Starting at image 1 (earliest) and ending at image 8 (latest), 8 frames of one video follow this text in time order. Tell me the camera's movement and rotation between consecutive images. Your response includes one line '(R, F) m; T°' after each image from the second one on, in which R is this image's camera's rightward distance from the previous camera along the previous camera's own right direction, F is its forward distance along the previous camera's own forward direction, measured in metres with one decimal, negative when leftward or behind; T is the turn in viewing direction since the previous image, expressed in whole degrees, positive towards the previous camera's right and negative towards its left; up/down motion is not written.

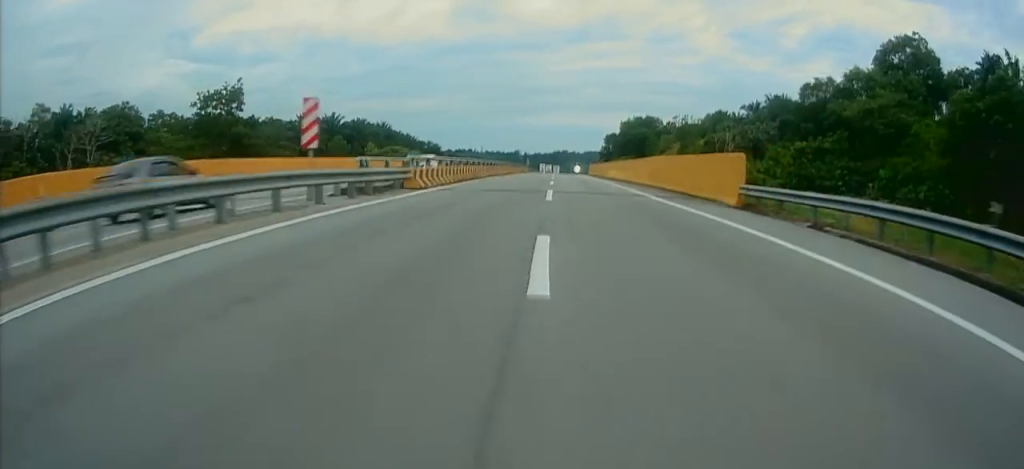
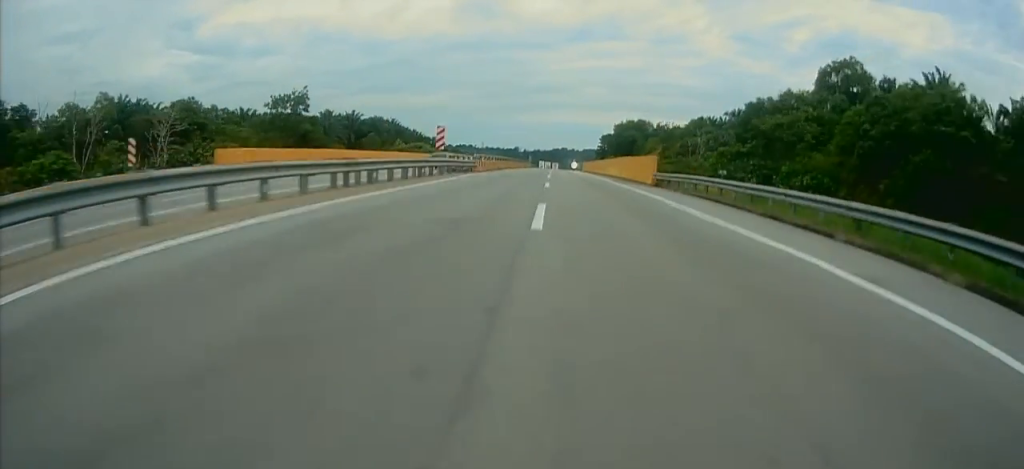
(+0.3, +17.2) m; -1°
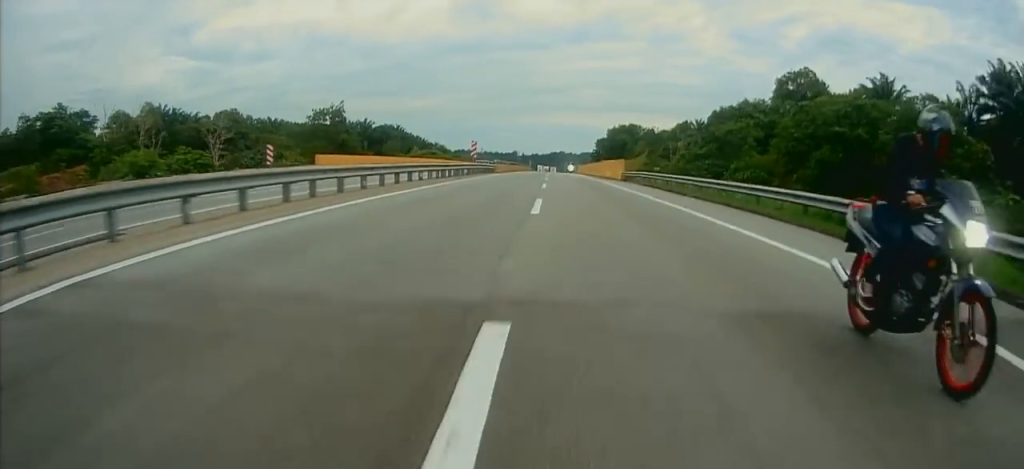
(+0.8, +14.9) m; -1°
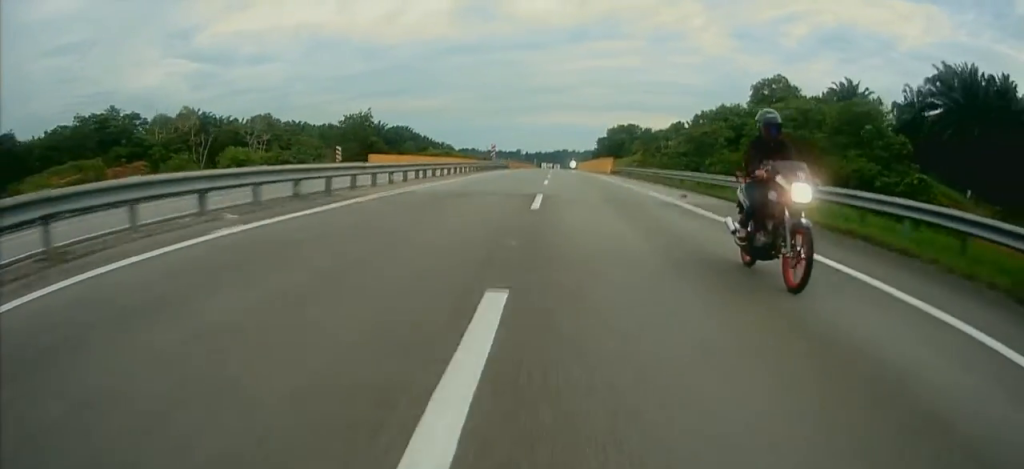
(-0.9, +12.6) m; 0°
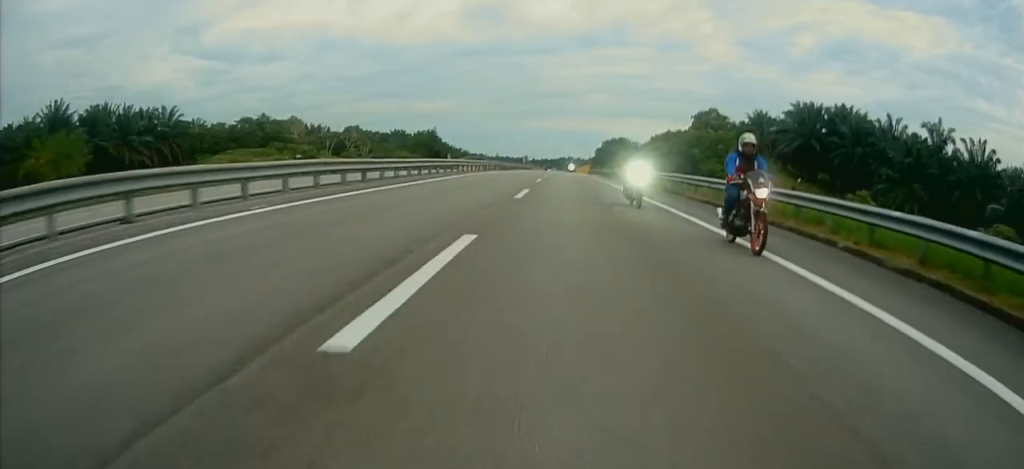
(+0.9, +50.5) m; +2°
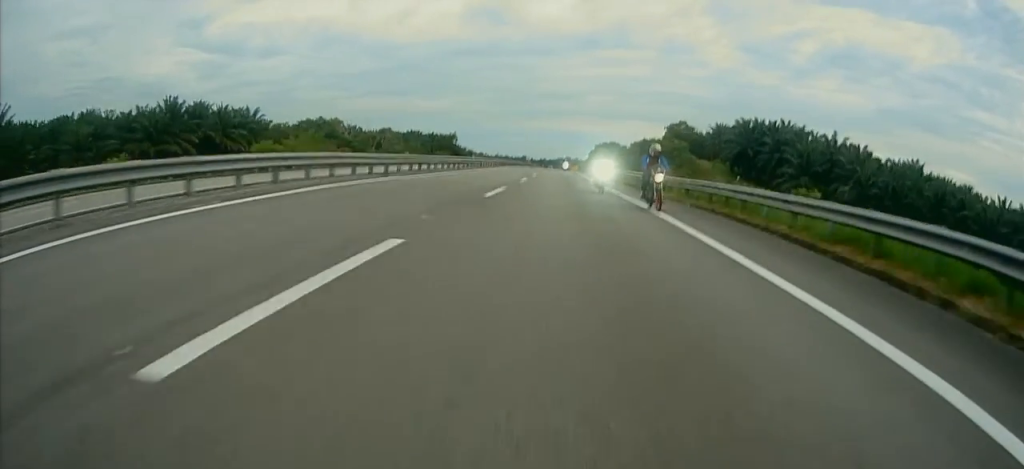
(-0.7, +34.2) m; 0°
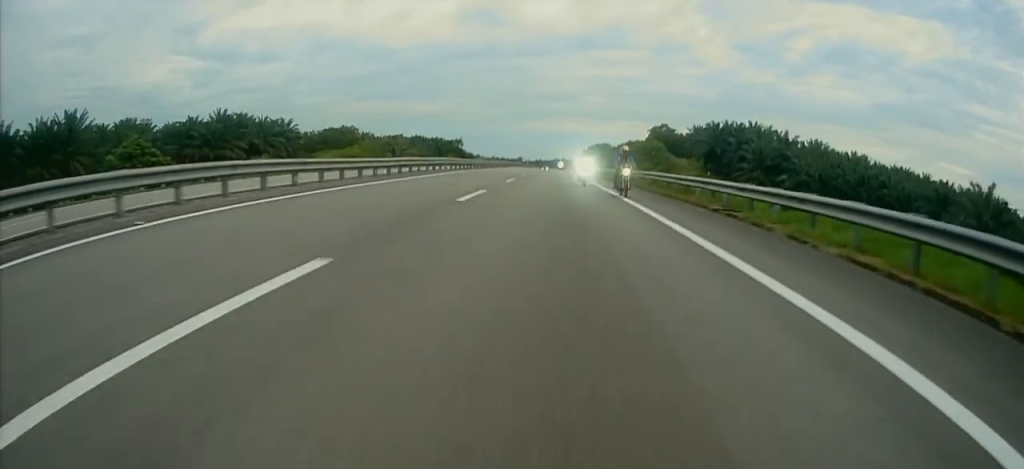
(+0.3, +21.4) m; +1°
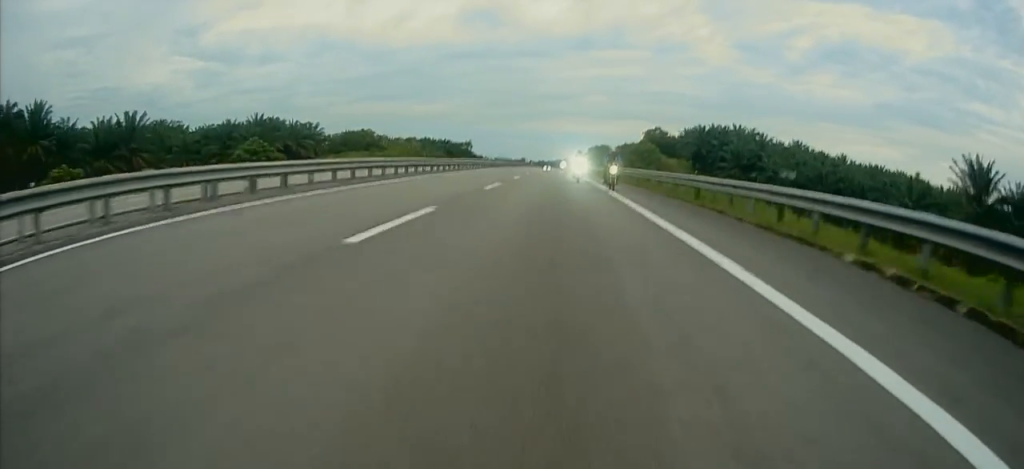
(0.0, +16.9) m; 0°
